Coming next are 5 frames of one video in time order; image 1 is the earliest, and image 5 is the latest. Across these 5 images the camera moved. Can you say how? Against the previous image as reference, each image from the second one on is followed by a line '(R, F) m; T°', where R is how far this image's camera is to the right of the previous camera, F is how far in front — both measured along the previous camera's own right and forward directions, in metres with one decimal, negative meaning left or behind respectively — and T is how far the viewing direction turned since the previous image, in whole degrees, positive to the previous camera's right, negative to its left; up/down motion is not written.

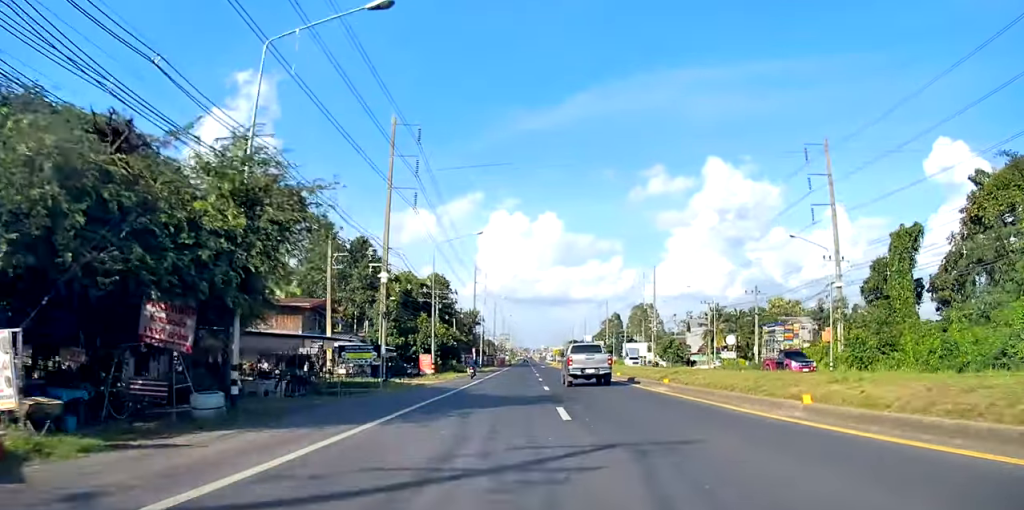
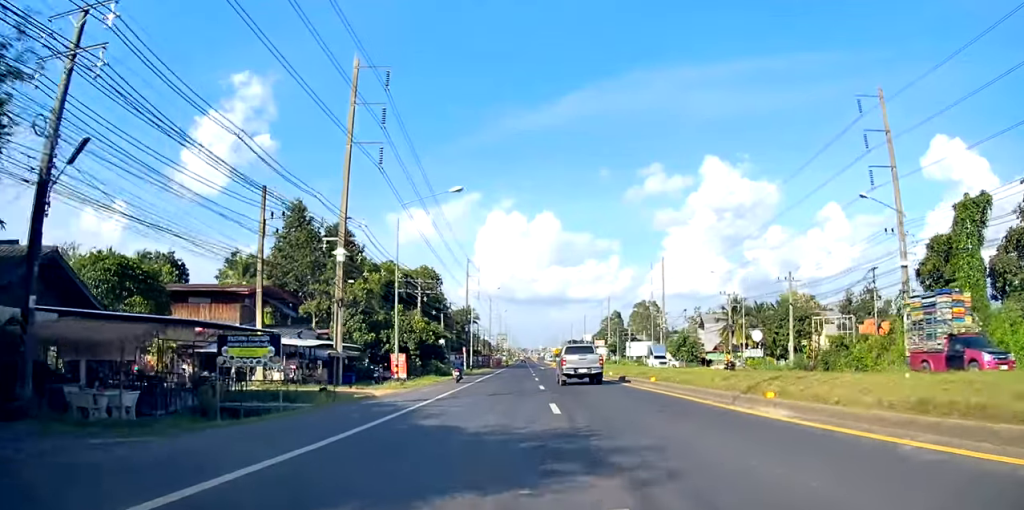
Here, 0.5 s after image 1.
(-0.4, +10.9) m; 0°
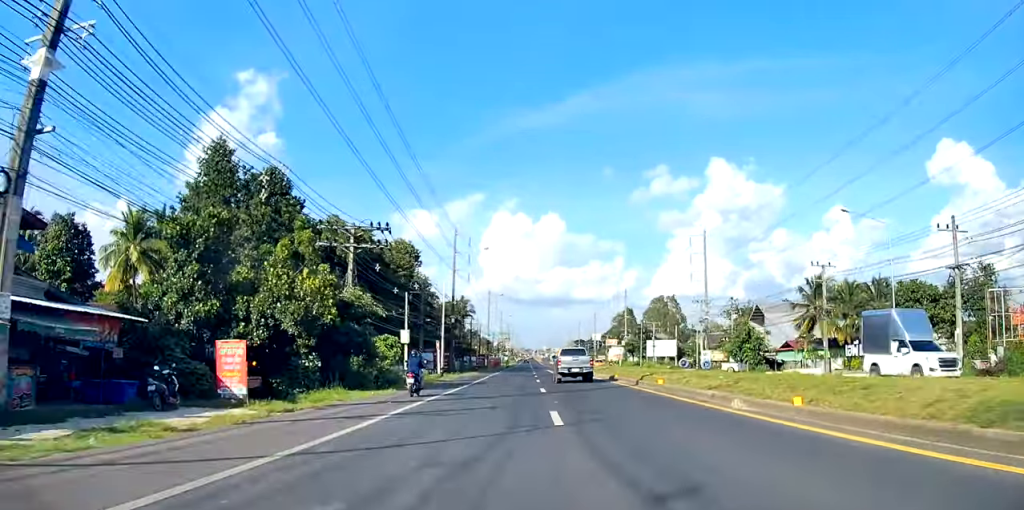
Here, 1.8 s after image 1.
(+0.8, +26.5) m; +2°
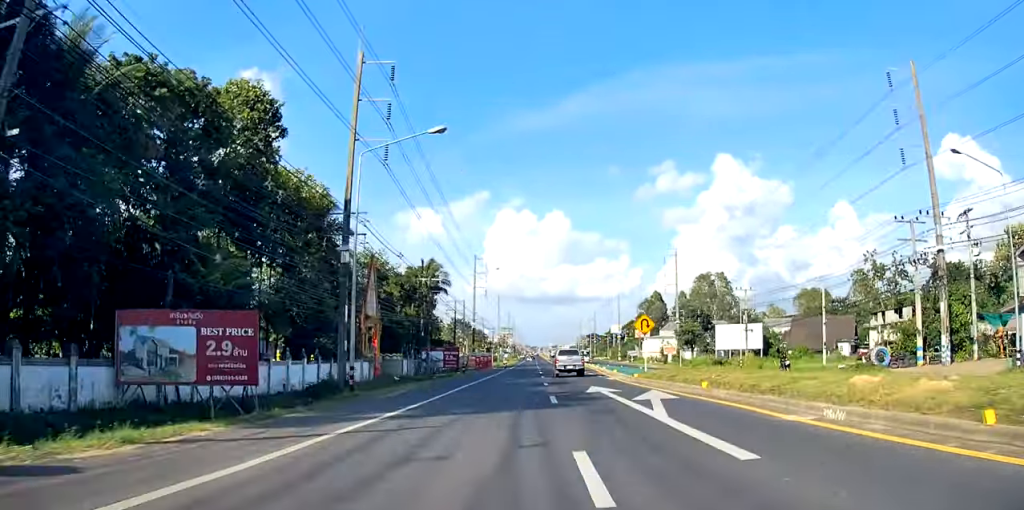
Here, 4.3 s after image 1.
(-1.1, +54.2) m; -2°
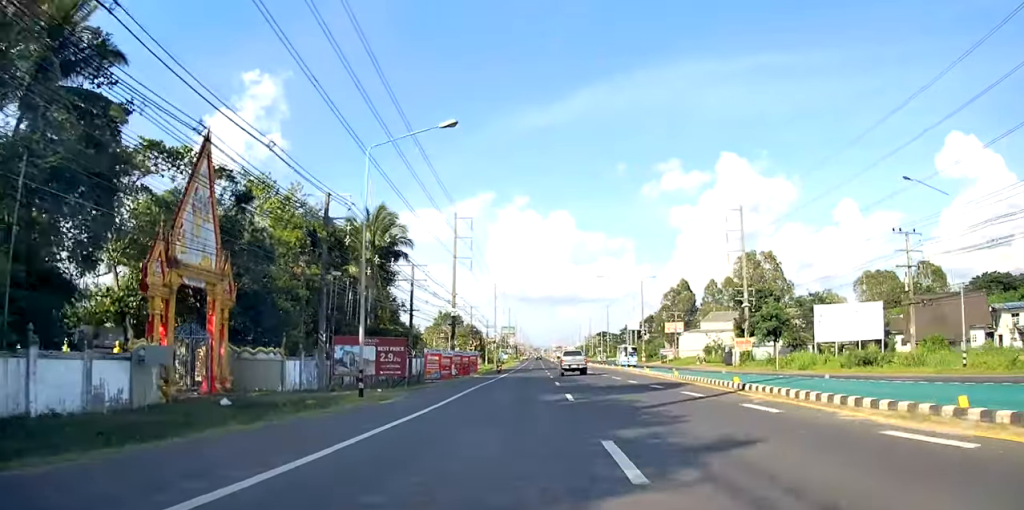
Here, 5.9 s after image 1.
(+0.5, +35.1) m; +1°
